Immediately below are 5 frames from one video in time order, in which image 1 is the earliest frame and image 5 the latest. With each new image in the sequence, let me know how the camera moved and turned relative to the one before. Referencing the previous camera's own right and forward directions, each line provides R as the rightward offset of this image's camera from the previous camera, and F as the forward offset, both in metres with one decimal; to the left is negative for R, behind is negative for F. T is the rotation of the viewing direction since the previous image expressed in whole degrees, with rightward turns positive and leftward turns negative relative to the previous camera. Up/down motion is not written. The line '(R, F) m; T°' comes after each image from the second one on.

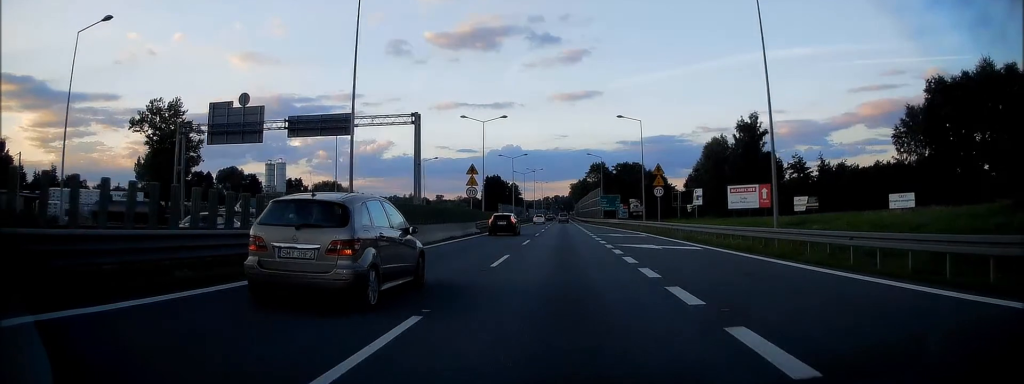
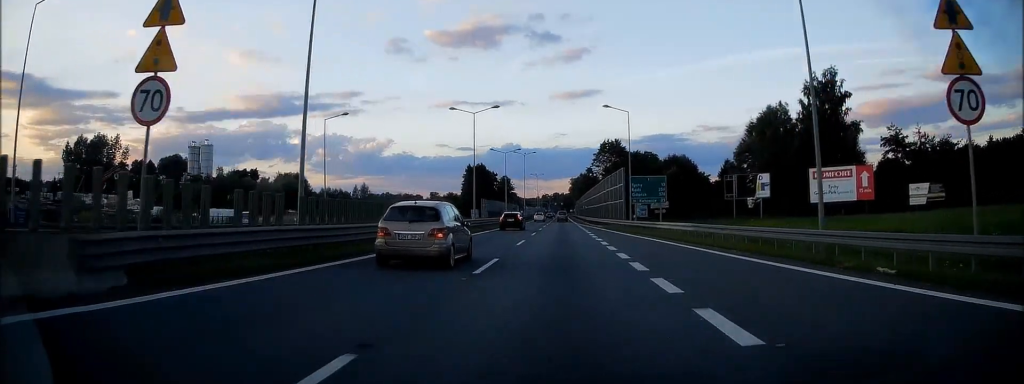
(-0.3, +38.4) m; 0°
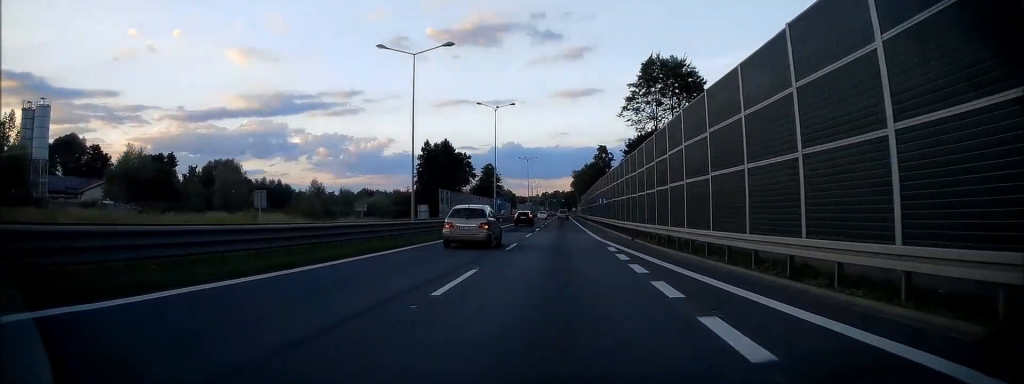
(+0.5, +51.6) m; 0°
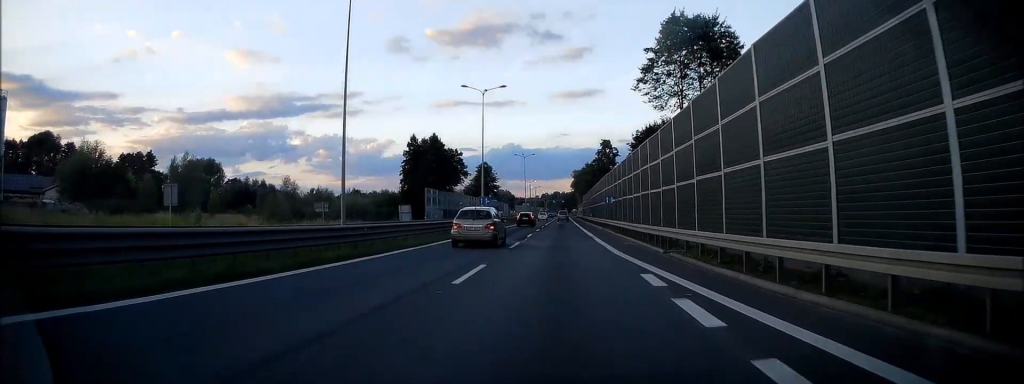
(-0.1, +10.2) m; 0°
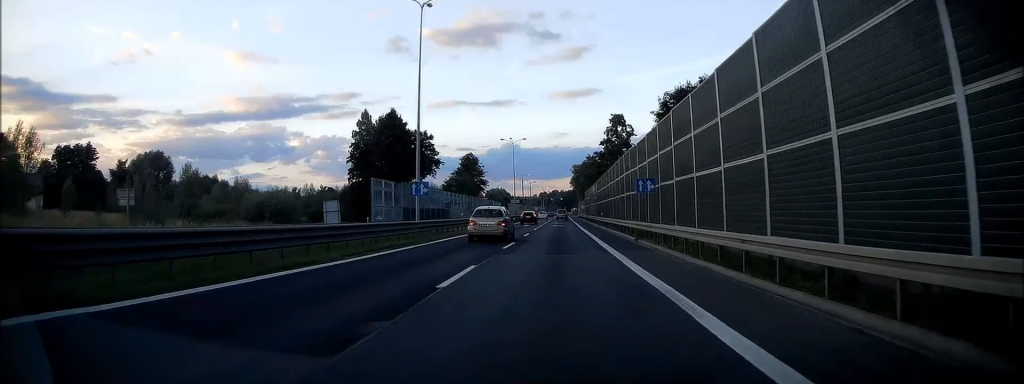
(0.0, +24.9) m; 0°
